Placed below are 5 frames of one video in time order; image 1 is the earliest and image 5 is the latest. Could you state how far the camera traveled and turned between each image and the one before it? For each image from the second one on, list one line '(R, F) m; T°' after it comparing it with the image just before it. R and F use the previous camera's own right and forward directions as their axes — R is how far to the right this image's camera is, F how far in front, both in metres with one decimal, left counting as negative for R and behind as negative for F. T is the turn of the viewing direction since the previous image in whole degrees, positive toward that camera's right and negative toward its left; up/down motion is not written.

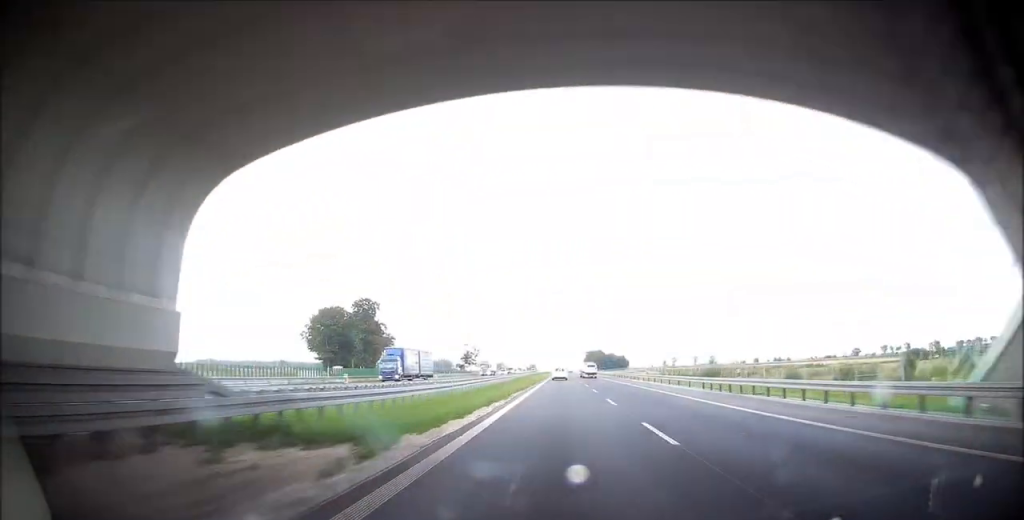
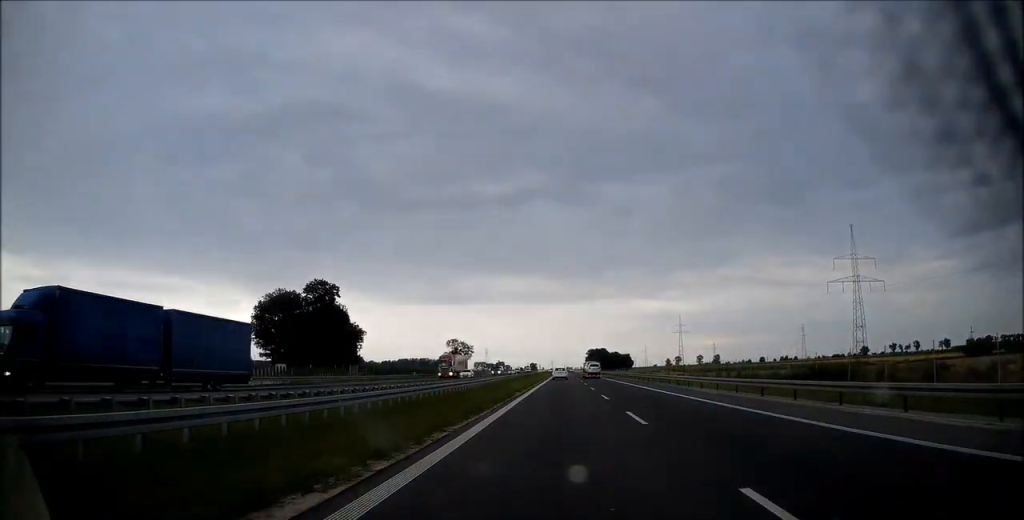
(0.0, +31.2) m; 0°
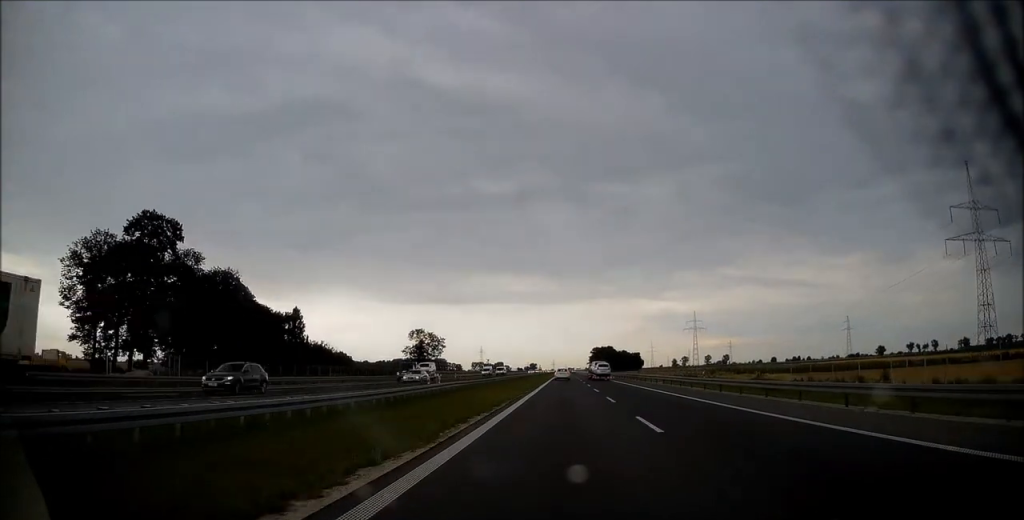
(-0.1, +60.2) m; -1°
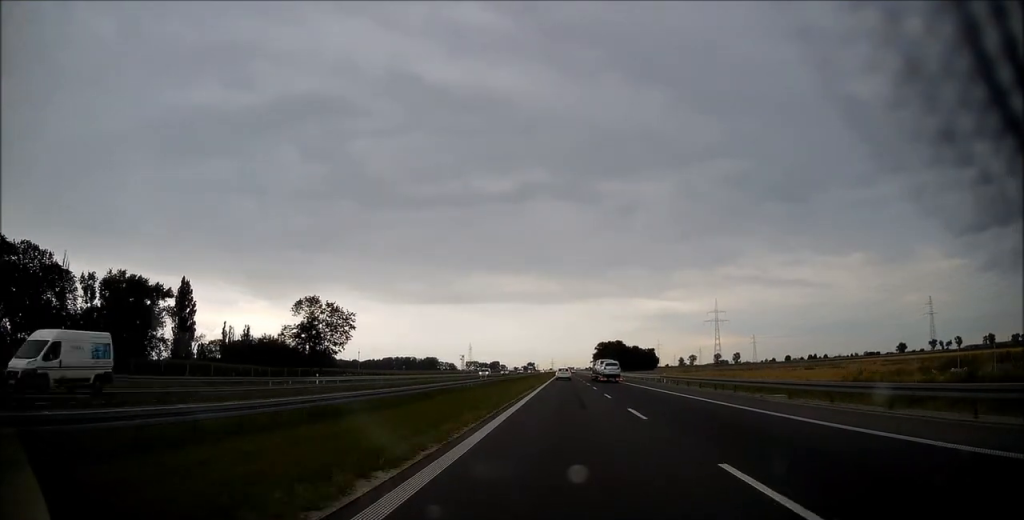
(-0.5, +78.8) m; 0°
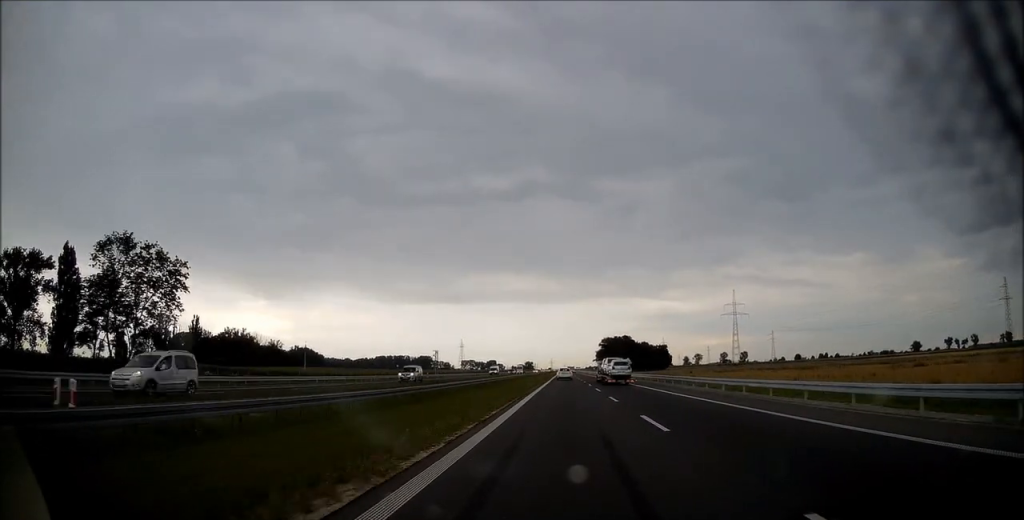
(0.0, +49.8) m; 0°
